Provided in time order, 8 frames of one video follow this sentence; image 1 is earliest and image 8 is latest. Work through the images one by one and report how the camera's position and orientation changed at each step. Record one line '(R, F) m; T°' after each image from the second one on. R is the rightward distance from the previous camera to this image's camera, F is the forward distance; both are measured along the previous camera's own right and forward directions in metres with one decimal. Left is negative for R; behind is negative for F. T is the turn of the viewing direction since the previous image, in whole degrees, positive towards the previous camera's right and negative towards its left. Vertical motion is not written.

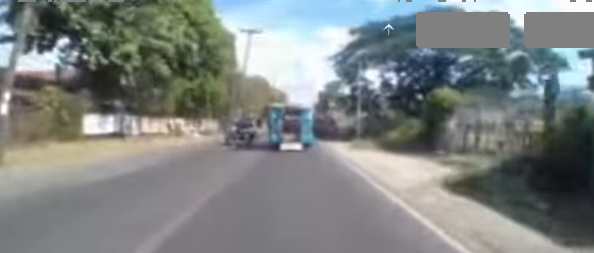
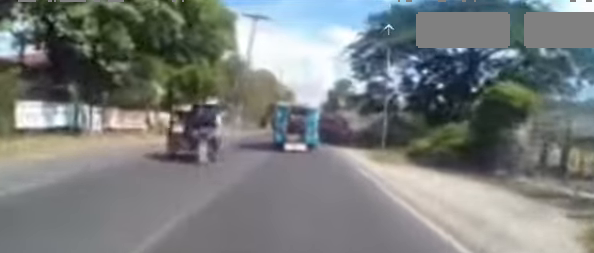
(-0.1, +4.1) m; -1°
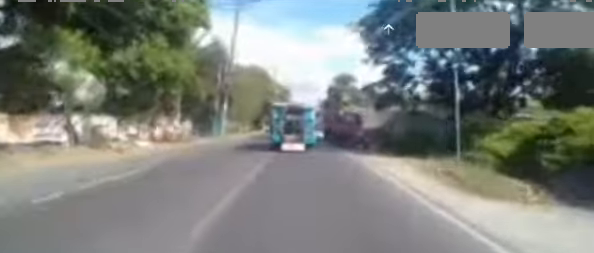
(-0.1, +6.1) m; -1°
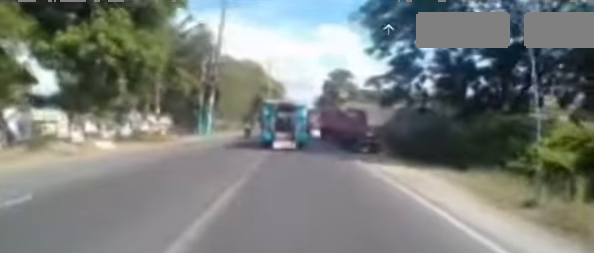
(-0.1, +2.8) m; 0°
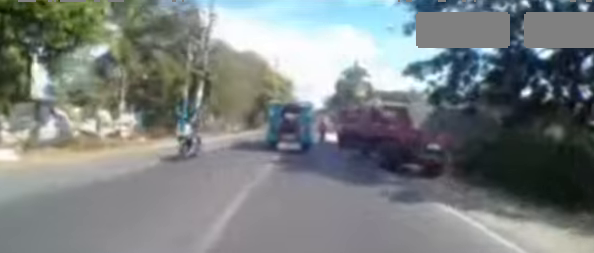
(+0.1, +5.4) m; +1°
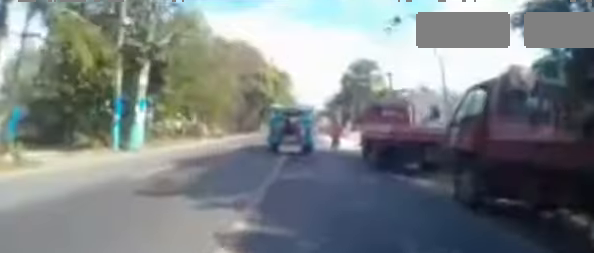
(+0.1, +7.7) m; +1°
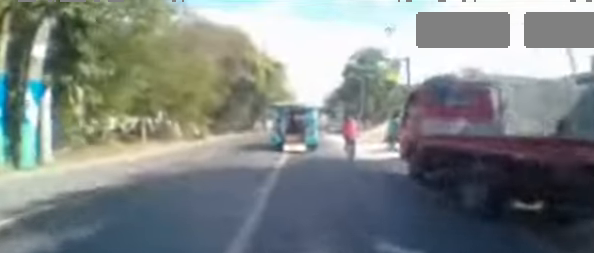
(0.0, +4.8) m; 0°
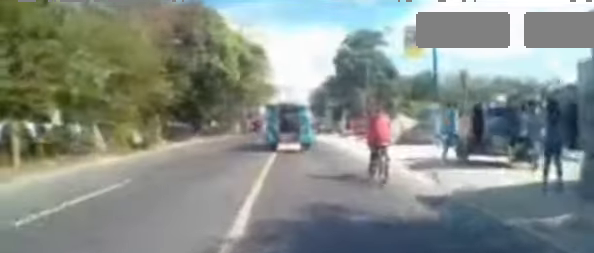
(0.0, +6.5) m; +2°
